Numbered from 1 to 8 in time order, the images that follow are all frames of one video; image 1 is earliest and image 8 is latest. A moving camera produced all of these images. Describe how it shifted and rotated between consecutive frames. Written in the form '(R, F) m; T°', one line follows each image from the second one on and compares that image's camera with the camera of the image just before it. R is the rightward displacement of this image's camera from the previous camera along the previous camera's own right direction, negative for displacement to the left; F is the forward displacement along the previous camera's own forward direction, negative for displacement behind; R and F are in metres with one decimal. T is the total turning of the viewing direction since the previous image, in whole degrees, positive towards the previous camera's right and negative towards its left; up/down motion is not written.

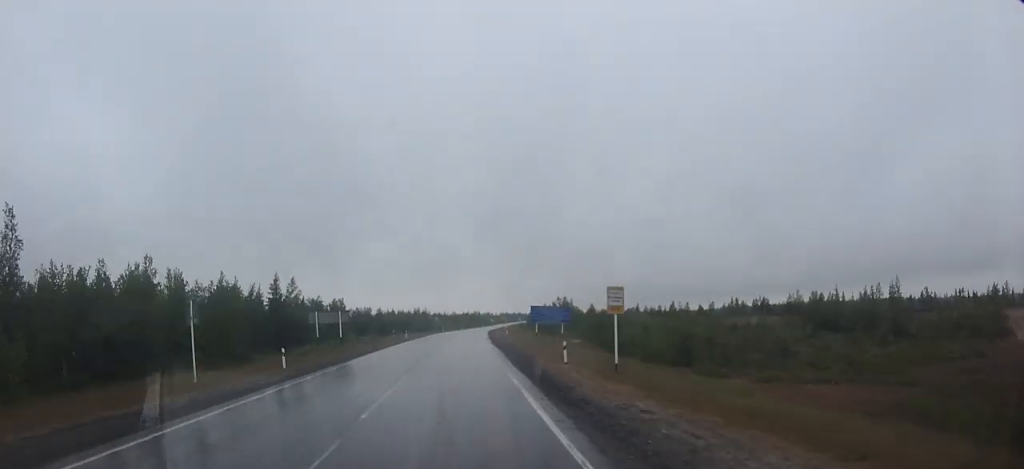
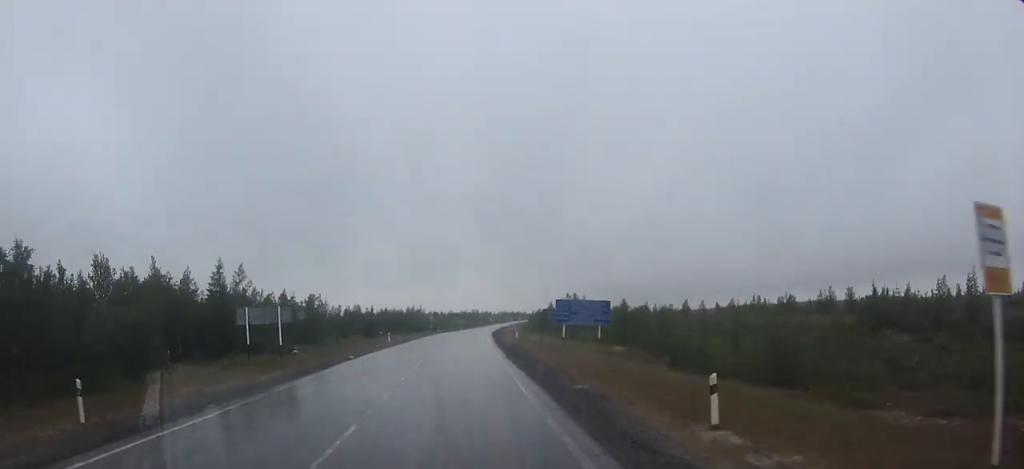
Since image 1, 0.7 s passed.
(0.0, +16.2) m; 0°
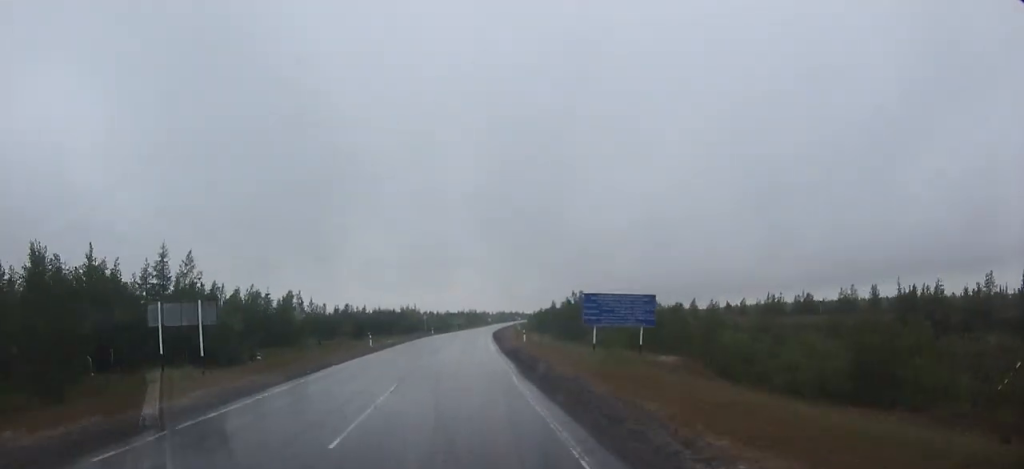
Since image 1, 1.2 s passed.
(0.0, +10.4) m; 0°
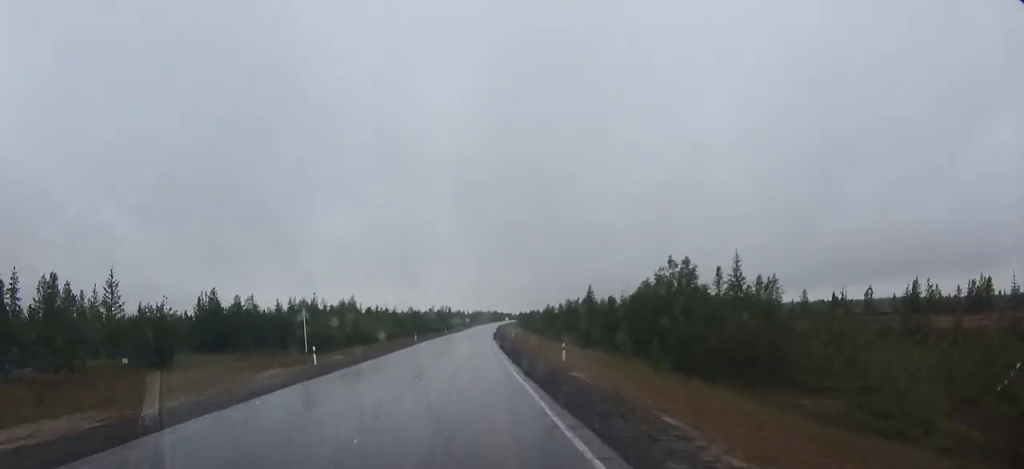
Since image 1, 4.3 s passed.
(+1.3, +69.3) m; +2°
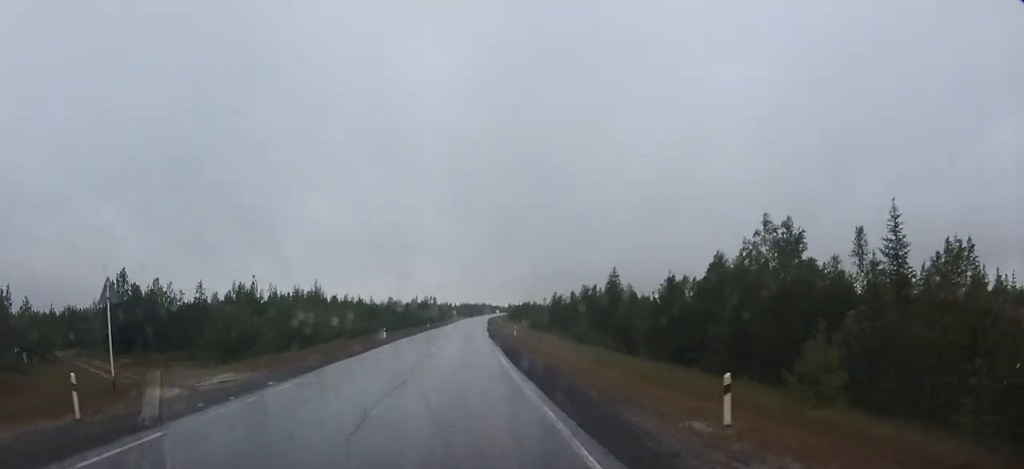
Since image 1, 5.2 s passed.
(+0.2, +20.8) m; +1°
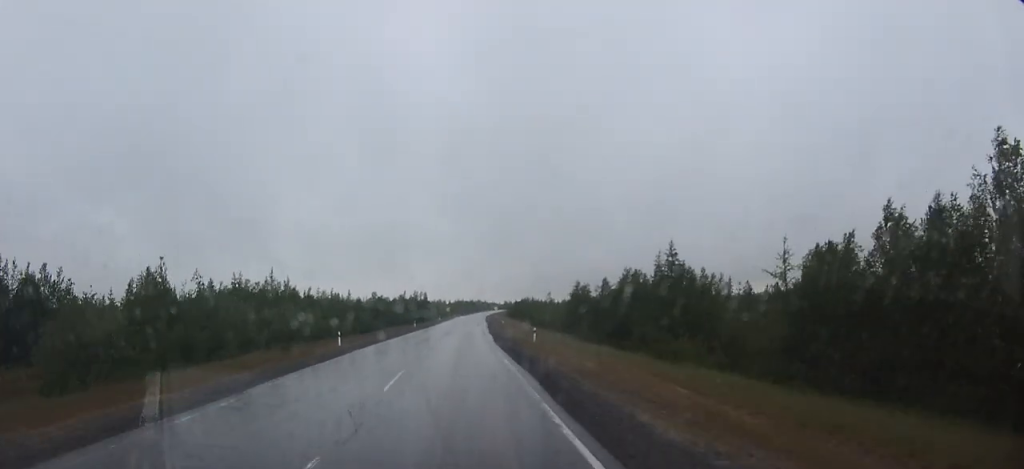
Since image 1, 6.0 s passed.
(+0.2, +20.2) m; +1°
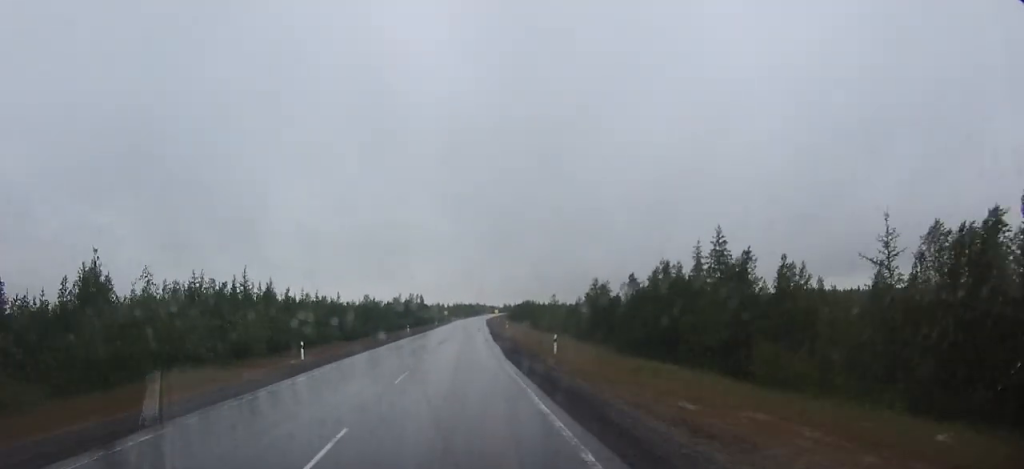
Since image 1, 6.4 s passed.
(+0.1, +9.4) m; 0°
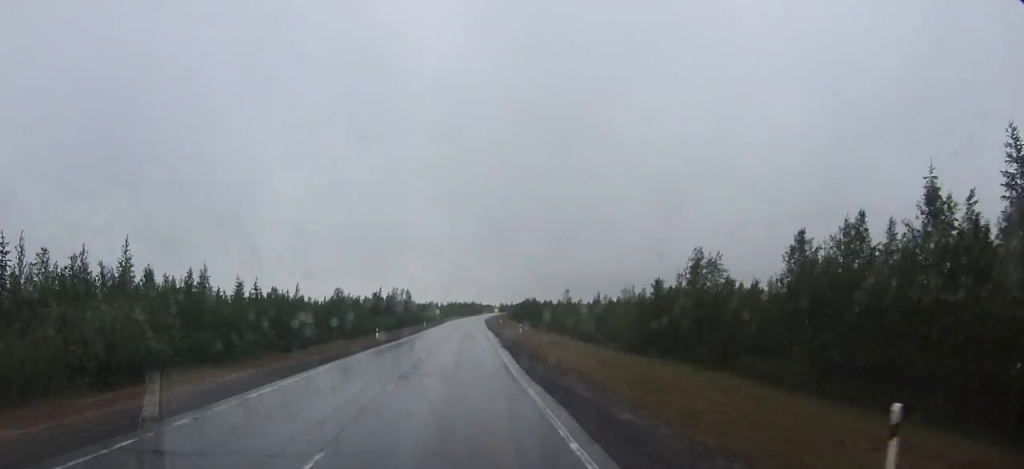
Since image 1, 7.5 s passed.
(+0.1, +25.2) m; +1°
